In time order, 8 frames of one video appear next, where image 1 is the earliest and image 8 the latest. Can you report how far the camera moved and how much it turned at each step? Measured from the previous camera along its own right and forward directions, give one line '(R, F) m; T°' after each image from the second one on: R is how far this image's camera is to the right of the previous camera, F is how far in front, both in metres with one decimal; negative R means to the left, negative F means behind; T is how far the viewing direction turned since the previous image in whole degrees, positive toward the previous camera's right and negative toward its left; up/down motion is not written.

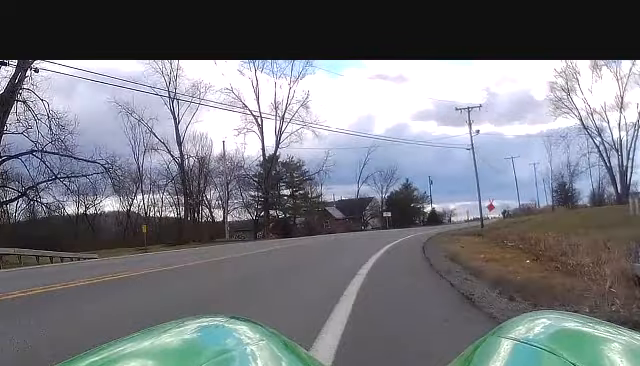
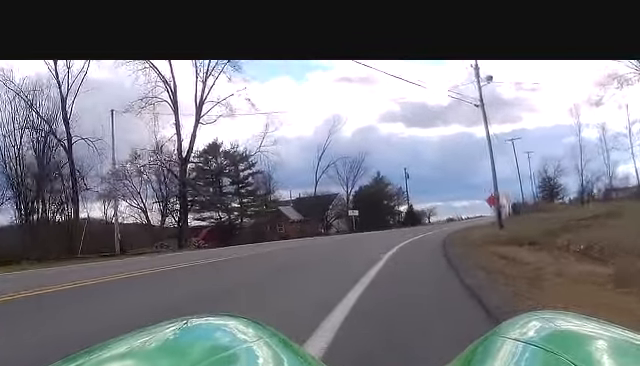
(+0.5, +27.8) m; 0°
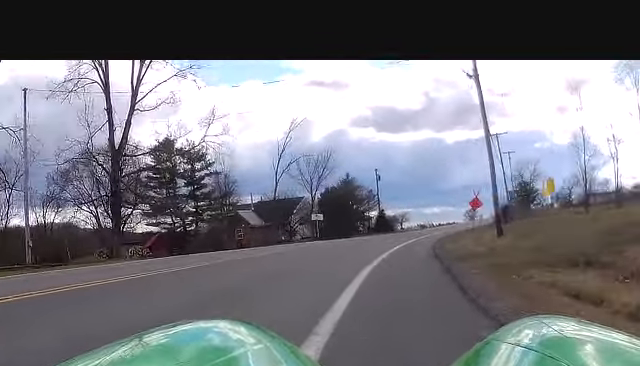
(0.0, +10.9) m; 0°
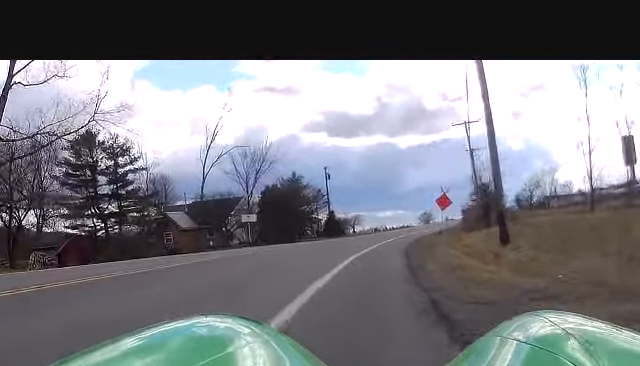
(0.0, +13.9) m; +1°
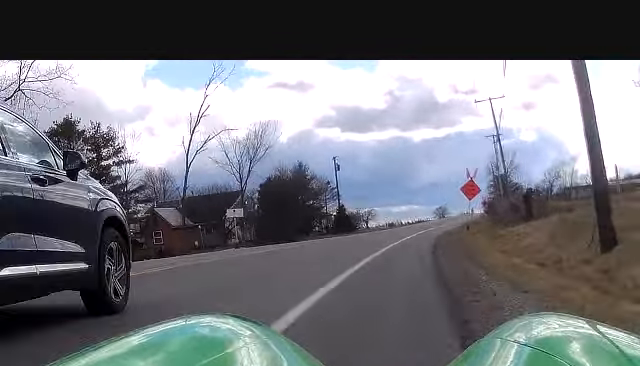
(0.0, +10.6) m; +3°
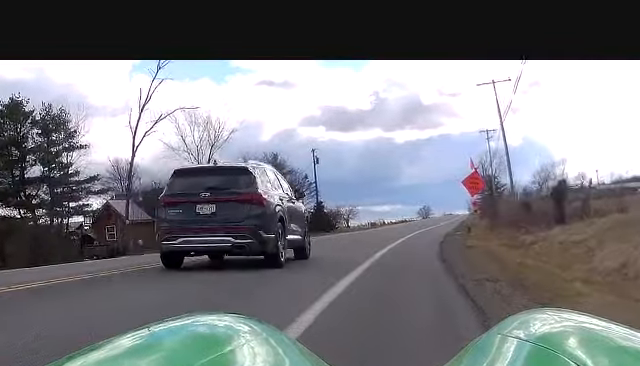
(+0.6, +10.0) m; +3°
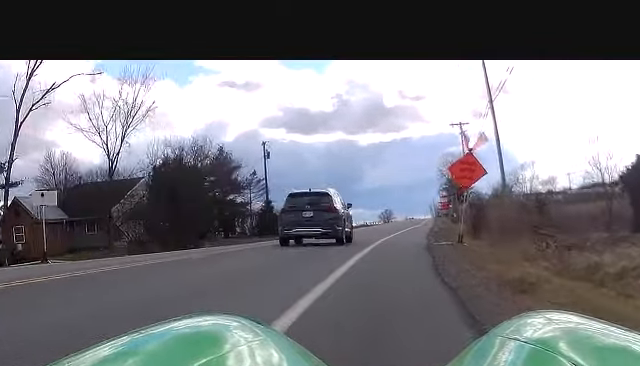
(+0.1, +12.4) m; 0°
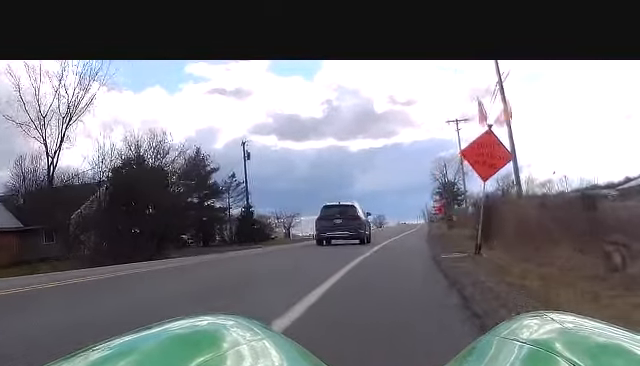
(0.0, +7.6) m; 0°
